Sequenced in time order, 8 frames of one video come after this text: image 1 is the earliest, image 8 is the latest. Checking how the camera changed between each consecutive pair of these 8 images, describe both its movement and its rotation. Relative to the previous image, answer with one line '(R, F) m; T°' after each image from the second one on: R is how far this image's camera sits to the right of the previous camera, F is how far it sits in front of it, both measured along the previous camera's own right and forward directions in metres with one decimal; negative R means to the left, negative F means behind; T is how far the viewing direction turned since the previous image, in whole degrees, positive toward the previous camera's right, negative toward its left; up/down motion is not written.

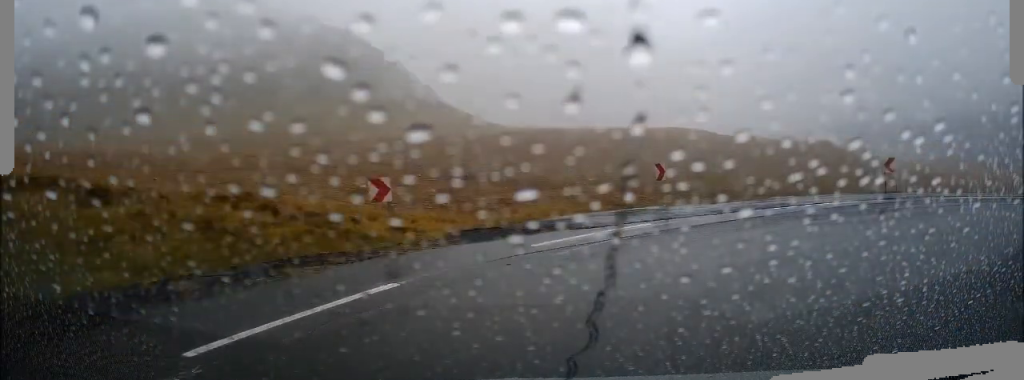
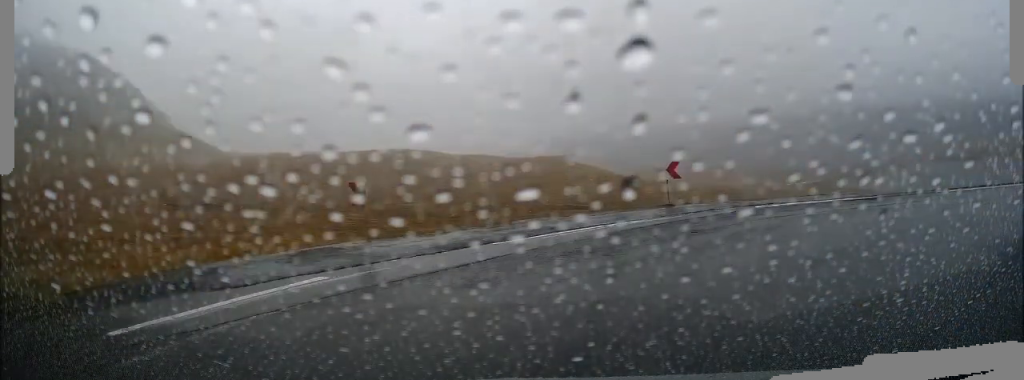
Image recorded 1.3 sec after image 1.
(+0.3, +5.3) m; +19°
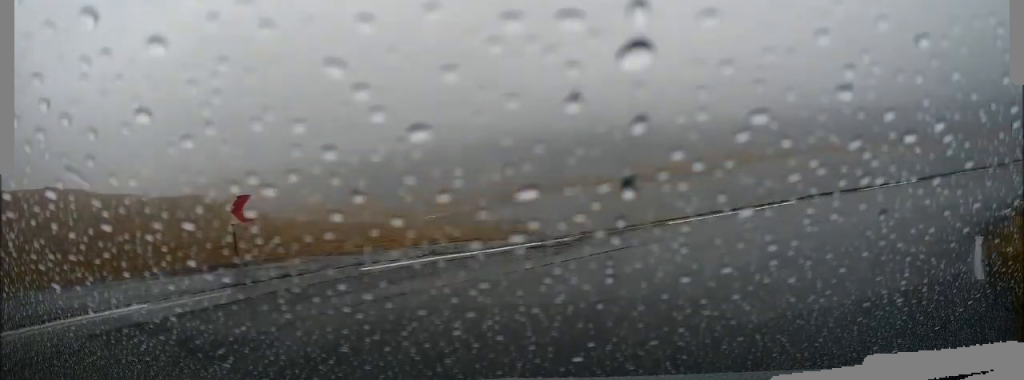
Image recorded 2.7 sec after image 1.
(+2.2, +5.2) m; +40°
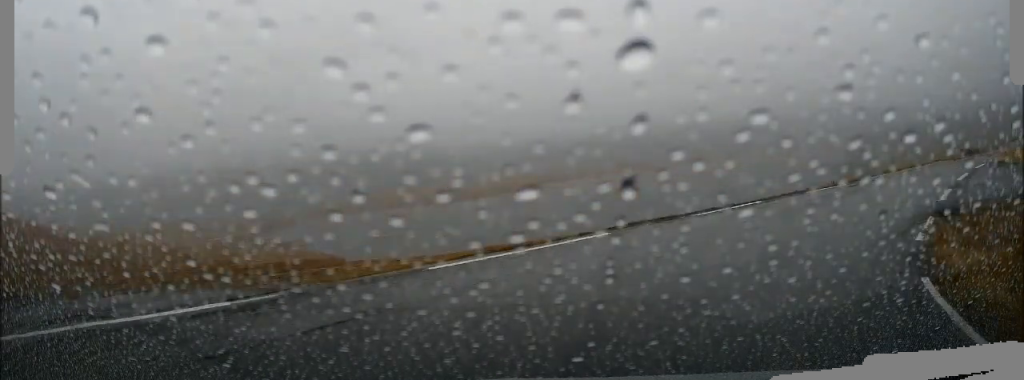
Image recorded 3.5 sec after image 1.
(+0.6, +3.2) m; +24°
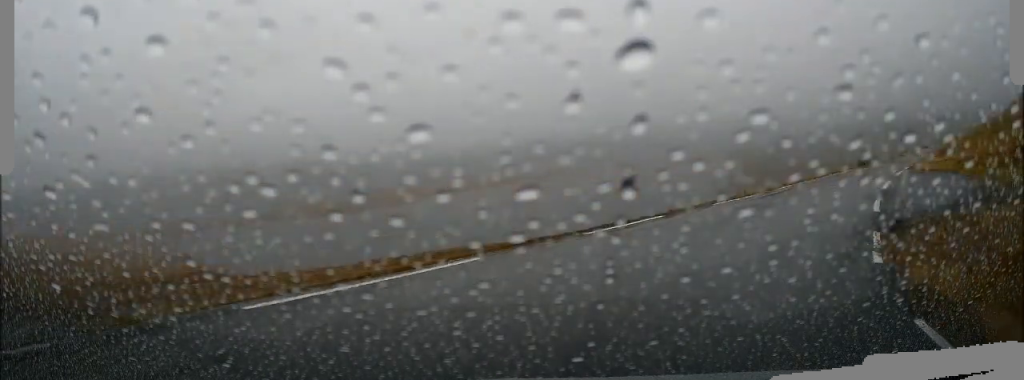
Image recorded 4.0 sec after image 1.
(+0.4, +1.9) m; +12°
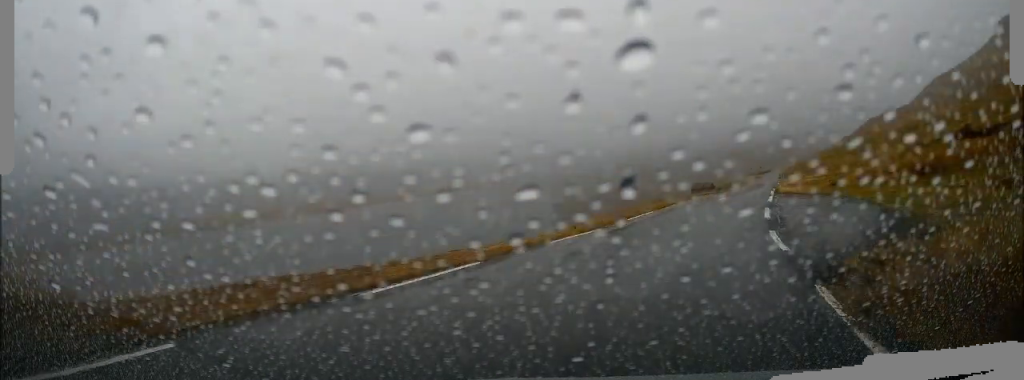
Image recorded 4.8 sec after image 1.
(+0.6, +3.5) m; +15°
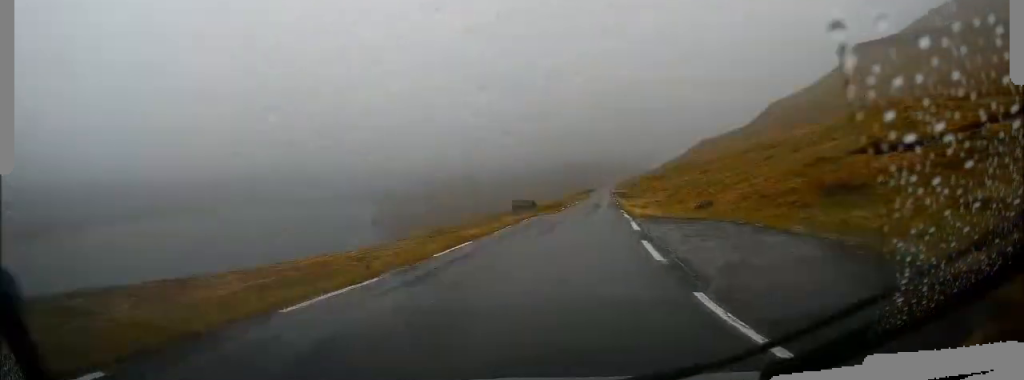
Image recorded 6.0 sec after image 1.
(+0.7, +5.1) m; +19°
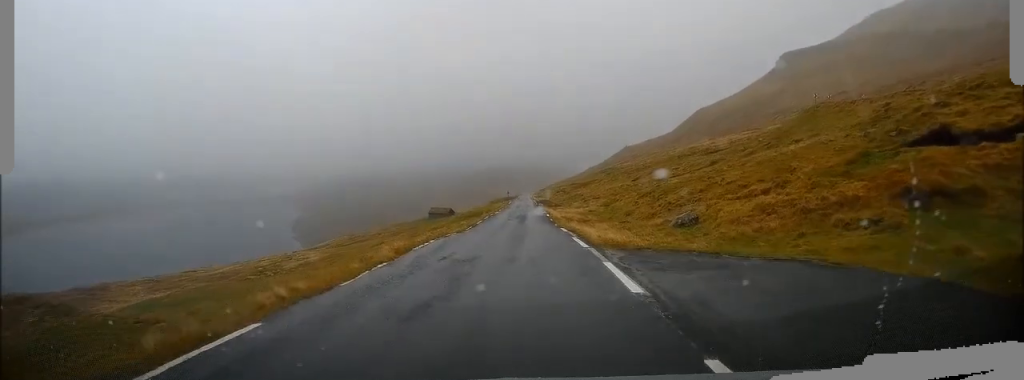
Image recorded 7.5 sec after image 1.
(+1.9, +8.2) m; +20°
